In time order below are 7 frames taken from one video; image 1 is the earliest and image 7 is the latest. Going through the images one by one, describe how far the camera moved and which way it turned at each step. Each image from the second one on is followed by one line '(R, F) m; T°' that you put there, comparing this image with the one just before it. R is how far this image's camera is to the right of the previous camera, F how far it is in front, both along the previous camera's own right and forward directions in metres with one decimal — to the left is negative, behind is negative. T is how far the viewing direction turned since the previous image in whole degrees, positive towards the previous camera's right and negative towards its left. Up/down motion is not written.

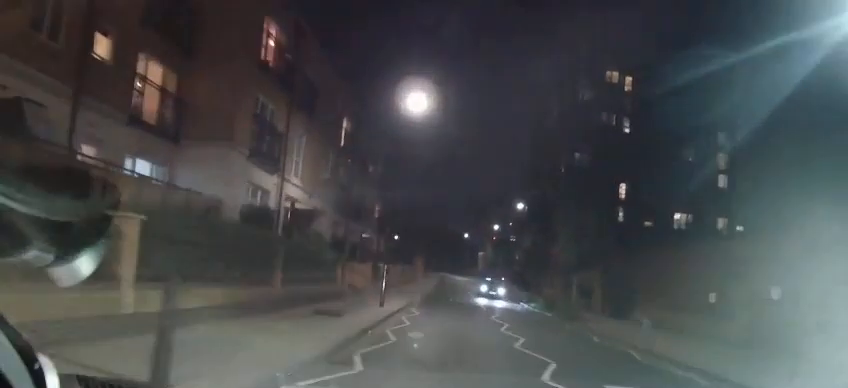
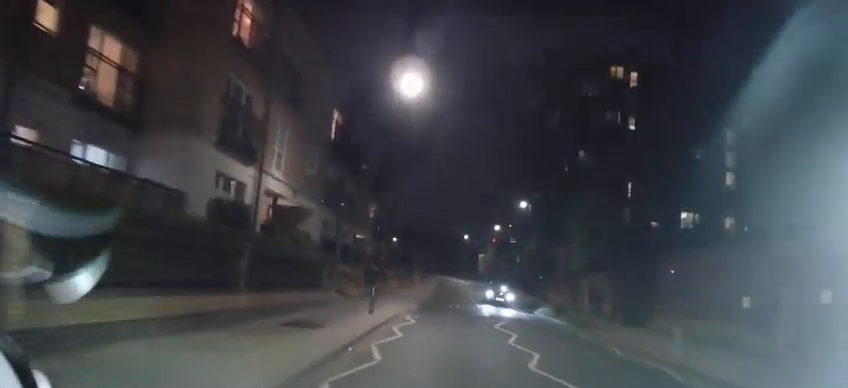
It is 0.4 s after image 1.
(0.0, +2.4) m; 0°
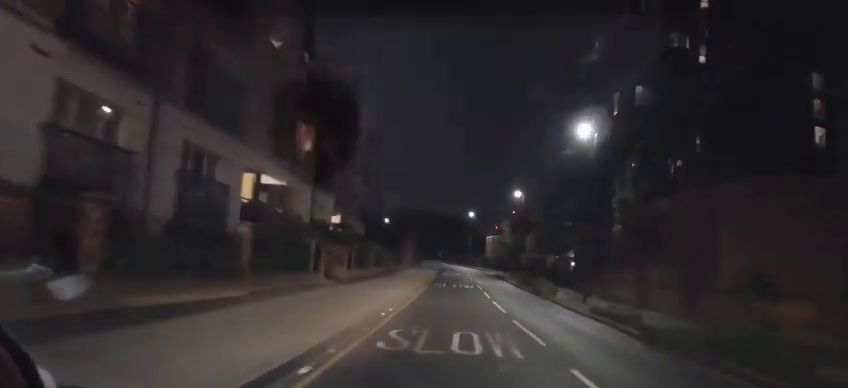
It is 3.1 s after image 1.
(-0.8, +18.7) m; -2°
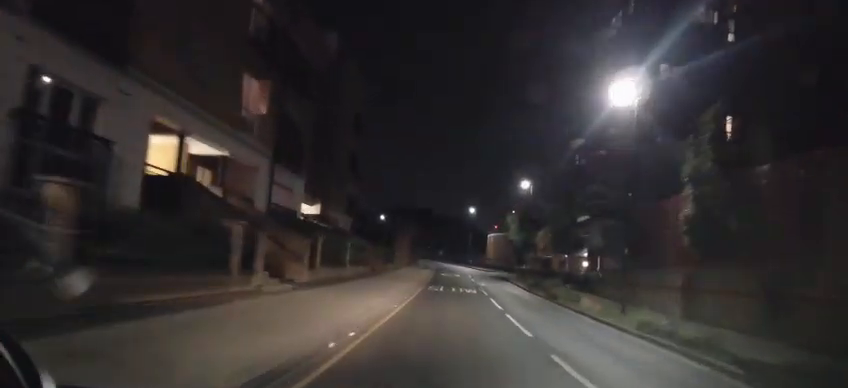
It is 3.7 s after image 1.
(0.0, +5.3) m; 0°
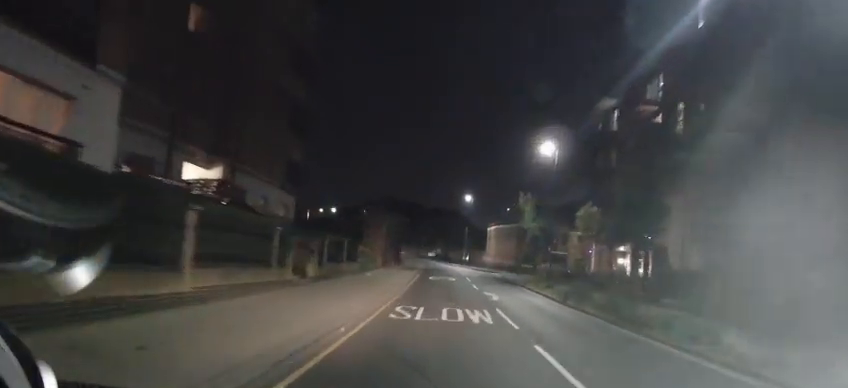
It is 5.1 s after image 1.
(-0.1, +12.3) m; +2°
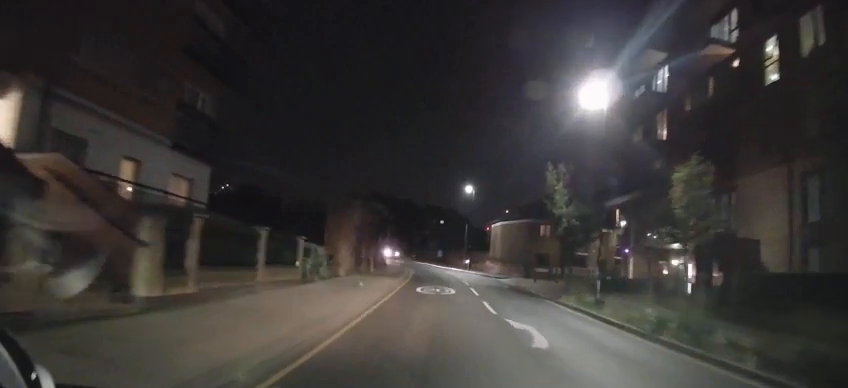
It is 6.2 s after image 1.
(+0.6, +10.0) m; +1°
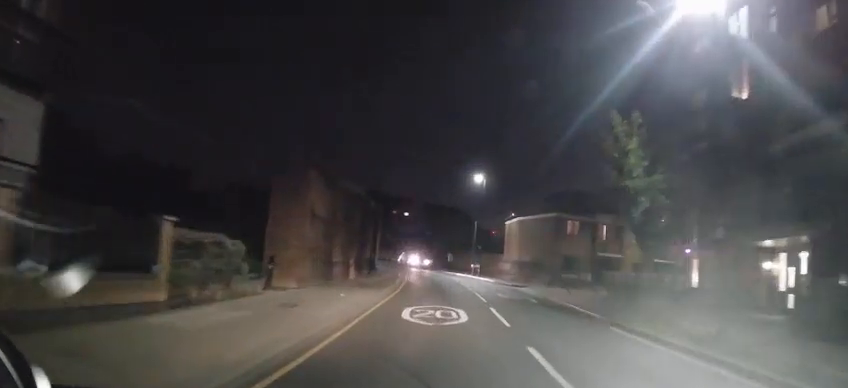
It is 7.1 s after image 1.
(-0.4, +8.9) m; -3°
